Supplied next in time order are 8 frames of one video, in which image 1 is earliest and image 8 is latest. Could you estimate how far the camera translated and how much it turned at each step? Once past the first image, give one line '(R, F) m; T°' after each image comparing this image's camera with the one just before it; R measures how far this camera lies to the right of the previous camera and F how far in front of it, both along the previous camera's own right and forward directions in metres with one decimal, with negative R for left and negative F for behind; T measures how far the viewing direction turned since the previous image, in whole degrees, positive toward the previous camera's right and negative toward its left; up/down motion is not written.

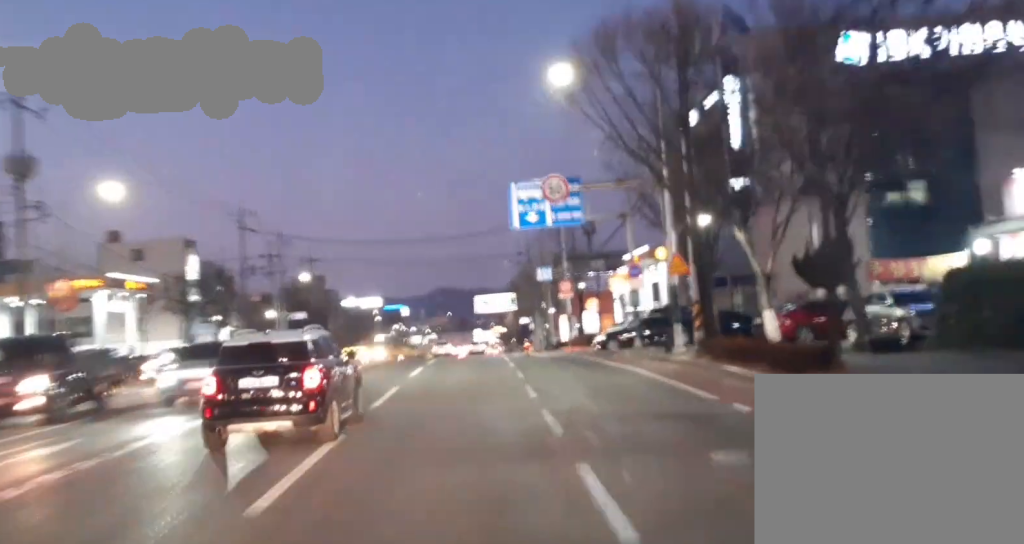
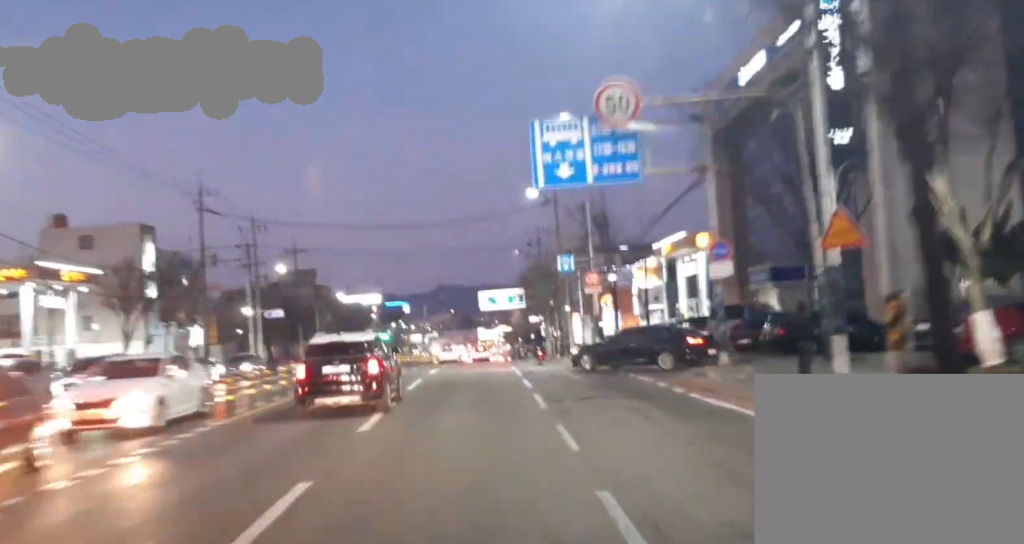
(0.0, +12.0) m; 0°
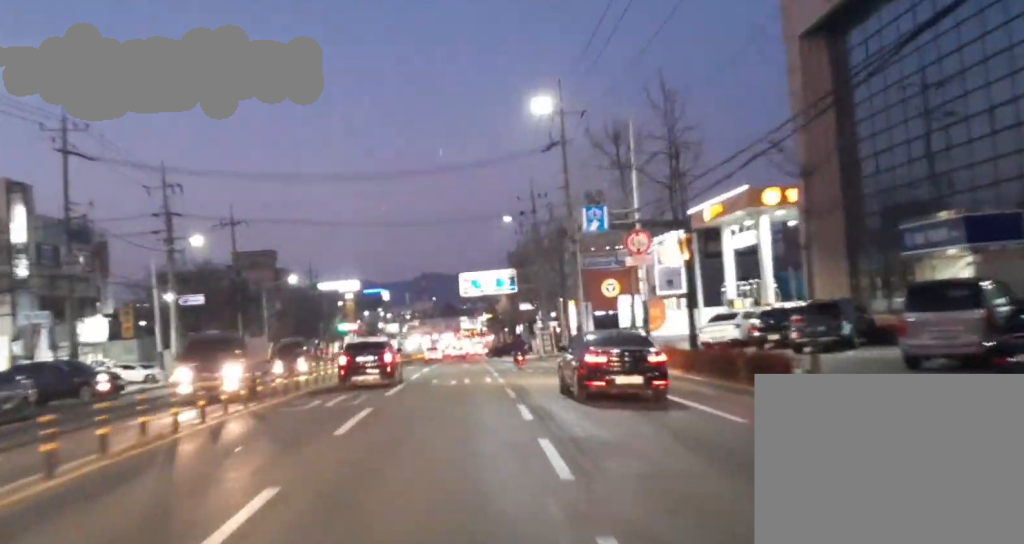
(0.0, +19.6) m; 0°
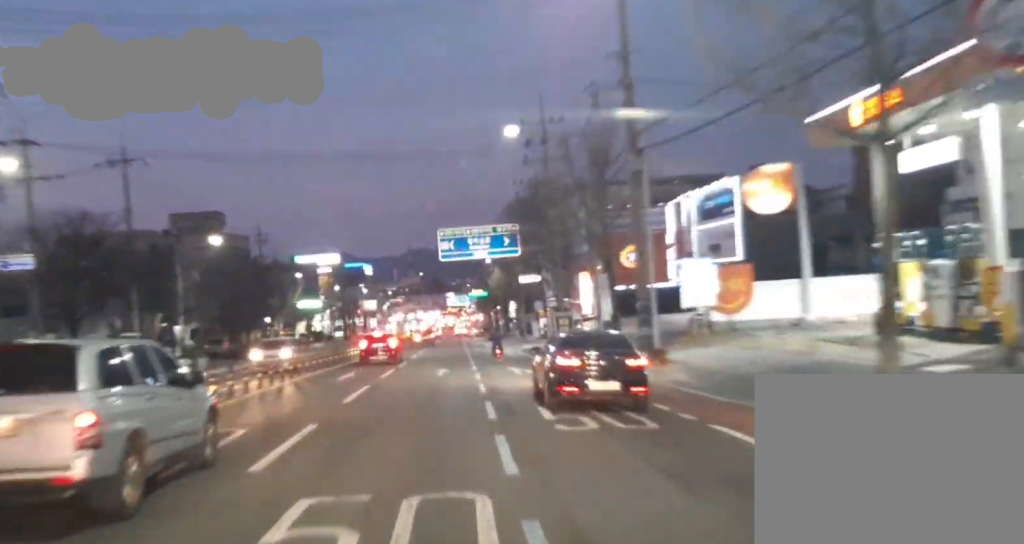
(0.0, +23.8) m; 0°
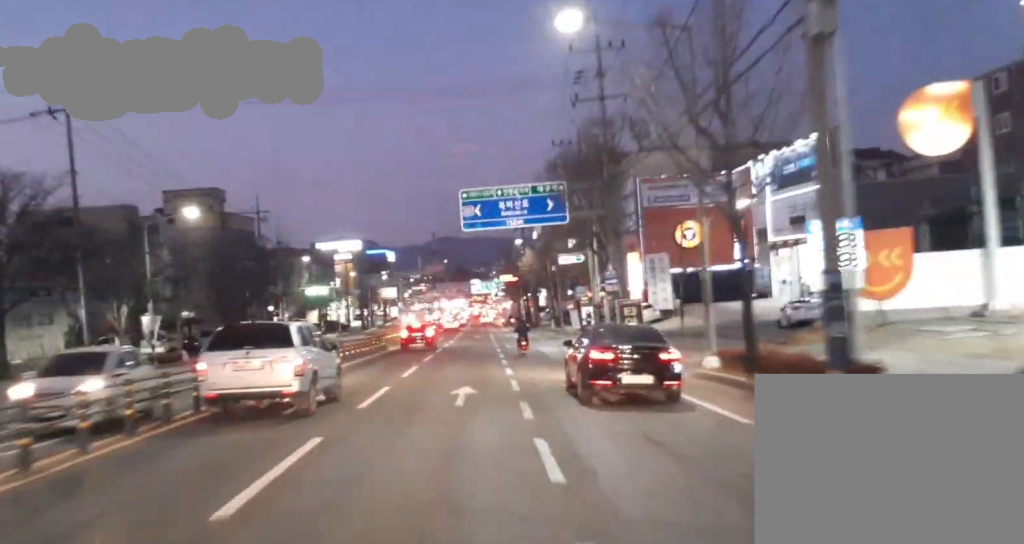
(0.0, +13.5) m; 0°
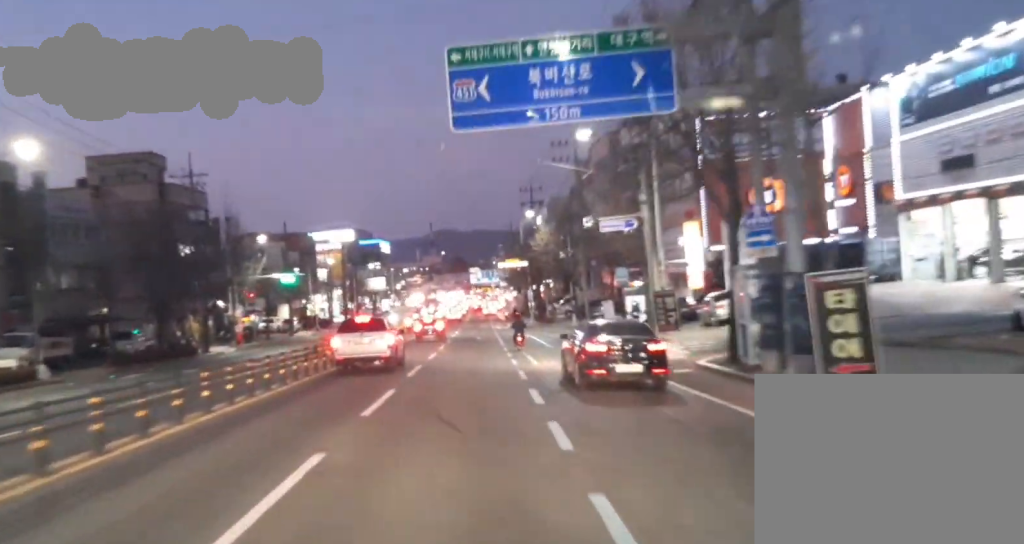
(-0.1, +21.7) m; 0°
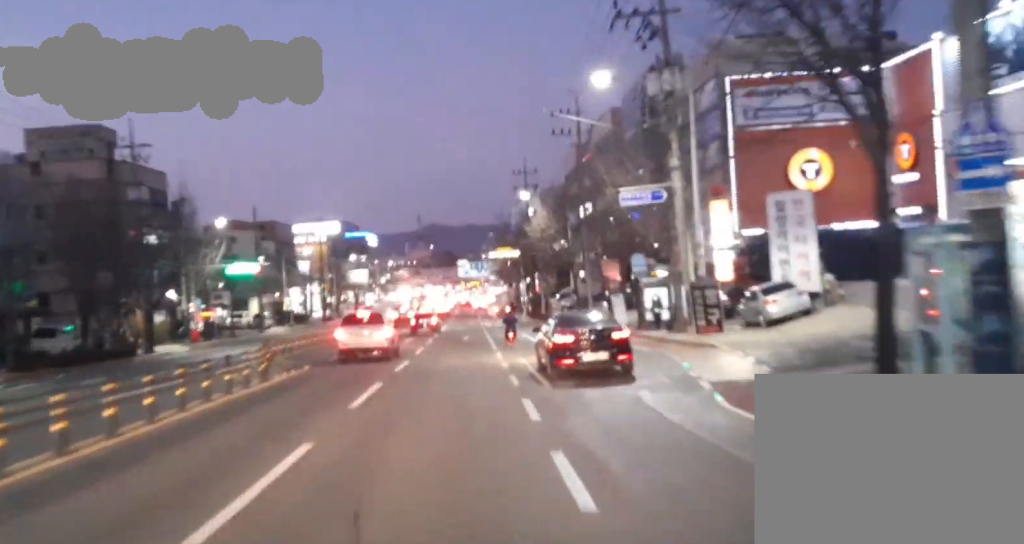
(0.0, +9.5) m; 0°
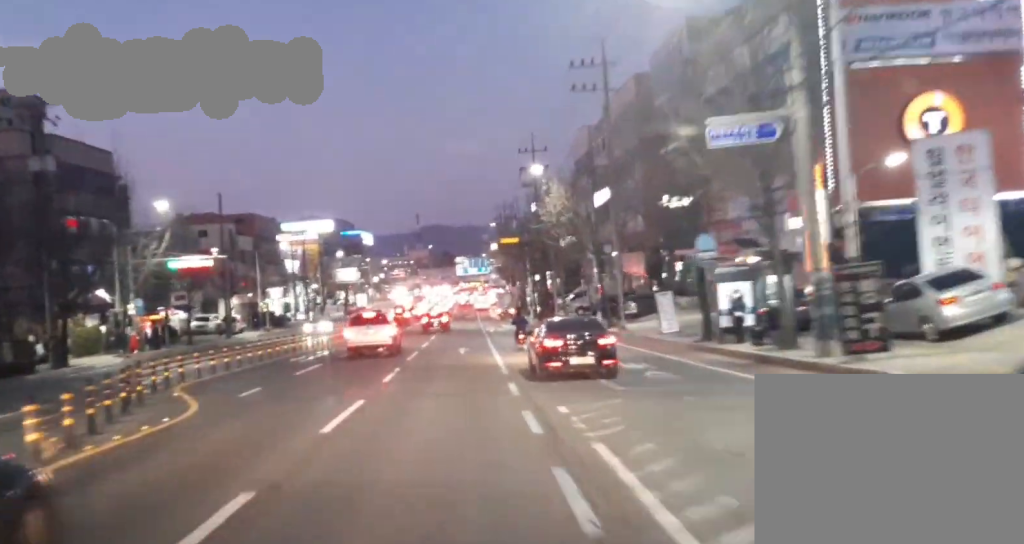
(+0.2, +13.2) m; 0°
